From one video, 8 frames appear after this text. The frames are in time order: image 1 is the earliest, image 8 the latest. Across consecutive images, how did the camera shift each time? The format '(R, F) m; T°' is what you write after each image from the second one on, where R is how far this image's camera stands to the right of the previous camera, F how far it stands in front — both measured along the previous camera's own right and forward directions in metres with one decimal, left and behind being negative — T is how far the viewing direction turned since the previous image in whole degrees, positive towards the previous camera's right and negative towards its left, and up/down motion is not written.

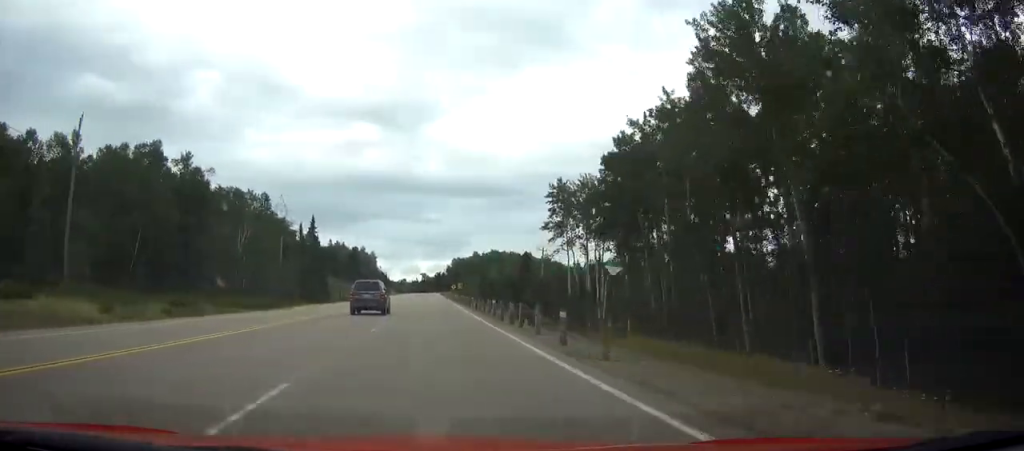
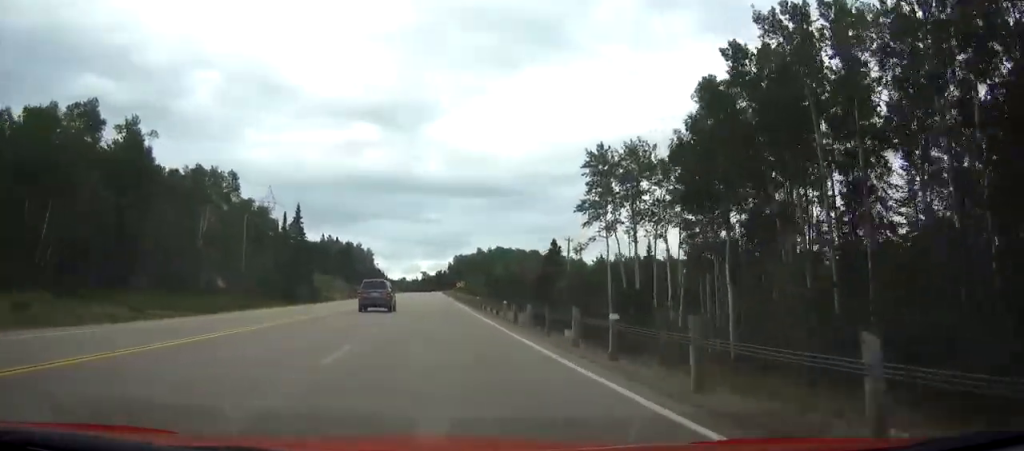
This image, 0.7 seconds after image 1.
(-0.1, +21.9) m; 0°
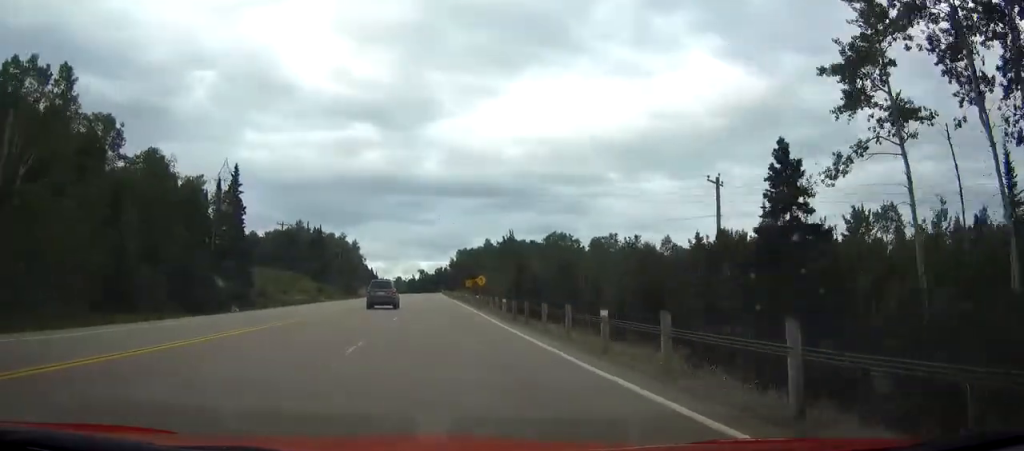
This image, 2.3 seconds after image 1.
(+0.1, +52.8) m; 0°
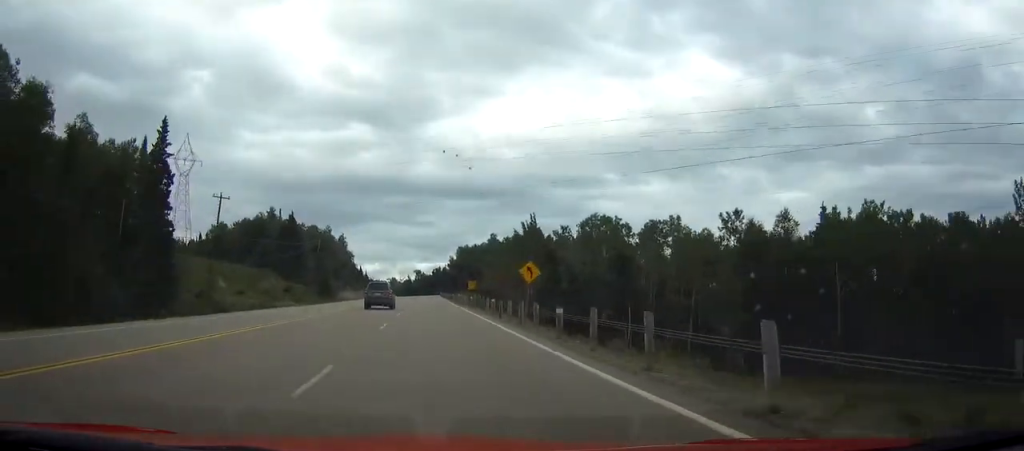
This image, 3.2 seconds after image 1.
(+0.1, +31.9) m; 0°
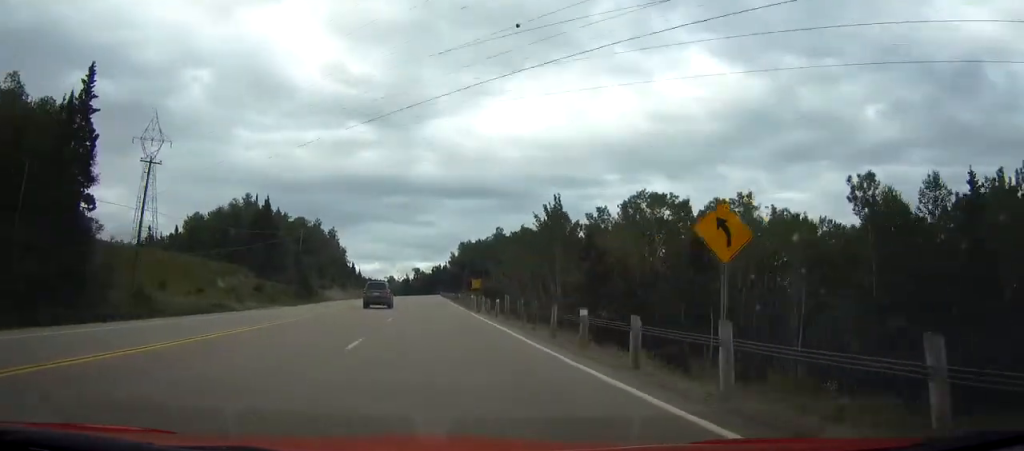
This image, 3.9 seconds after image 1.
(0.0, +20.8) m; 0°
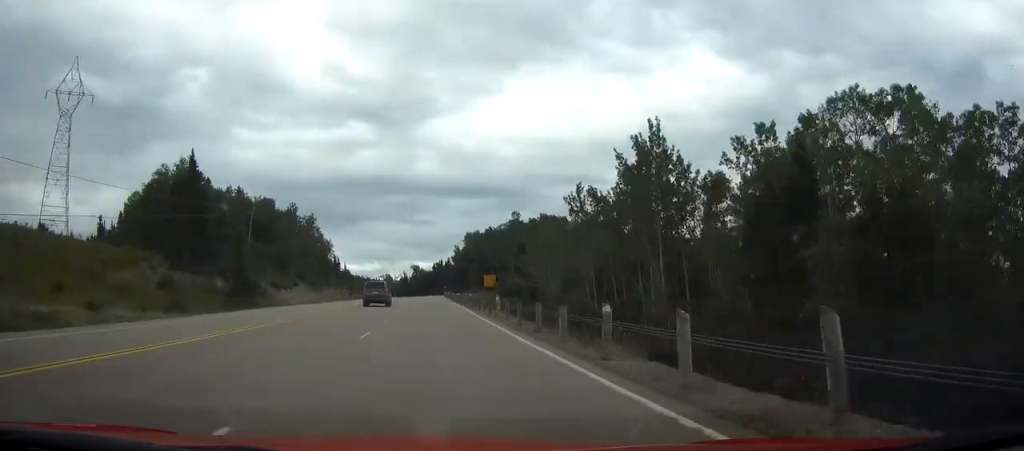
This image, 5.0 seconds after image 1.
(-0.1, +38.3) m; 0°
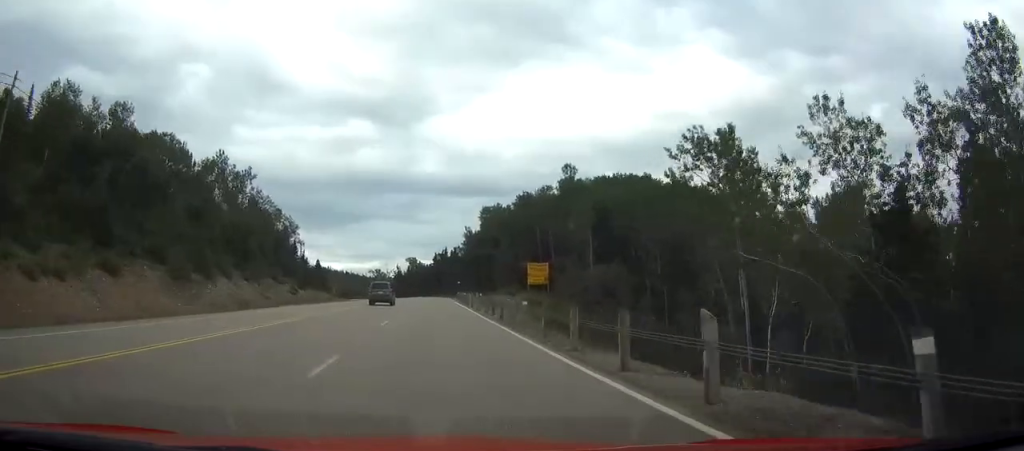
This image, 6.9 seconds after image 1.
(-0.1, +62.0) m; 0°
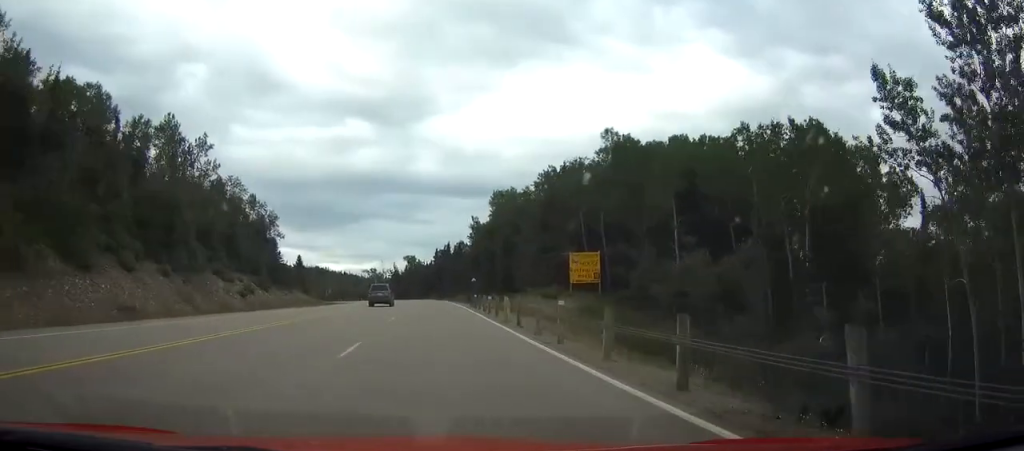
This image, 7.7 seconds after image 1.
(+0.1, +23.7) m; 0°
